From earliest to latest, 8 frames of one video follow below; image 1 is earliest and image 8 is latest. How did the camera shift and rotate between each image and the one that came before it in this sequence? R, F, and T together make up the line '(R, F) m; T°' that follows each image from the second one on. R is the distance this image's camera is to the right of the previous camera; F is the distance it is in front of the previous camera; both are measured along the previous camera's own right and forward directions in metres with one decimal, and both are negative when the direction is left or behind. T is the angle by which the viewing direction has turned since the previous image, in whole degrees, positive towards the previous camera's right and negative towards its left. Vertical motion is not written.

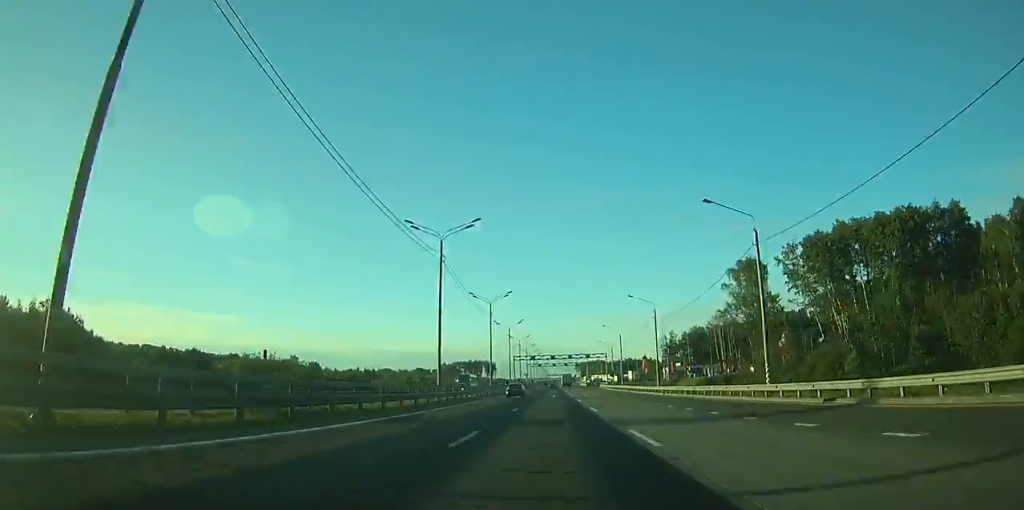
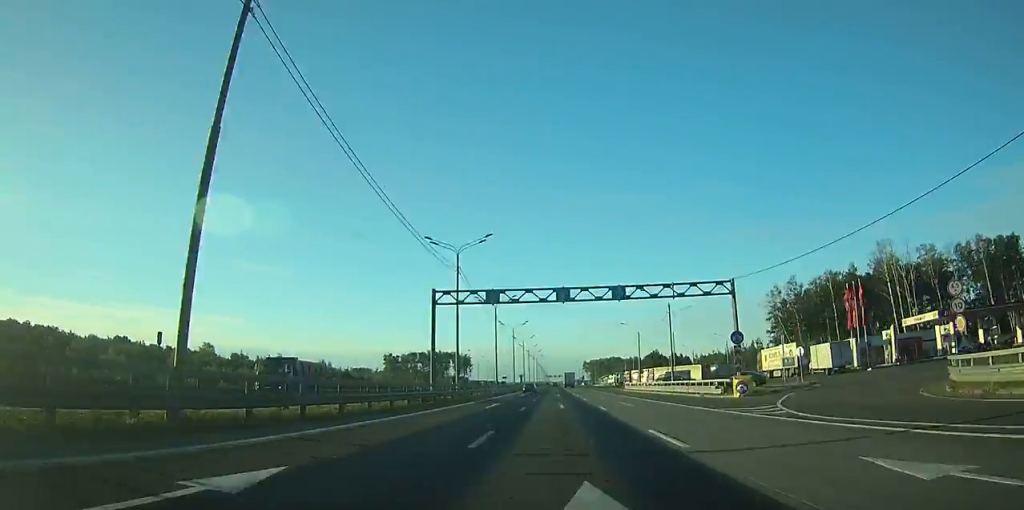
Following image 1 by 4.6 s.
(-0.1, +135.1) m; 0°
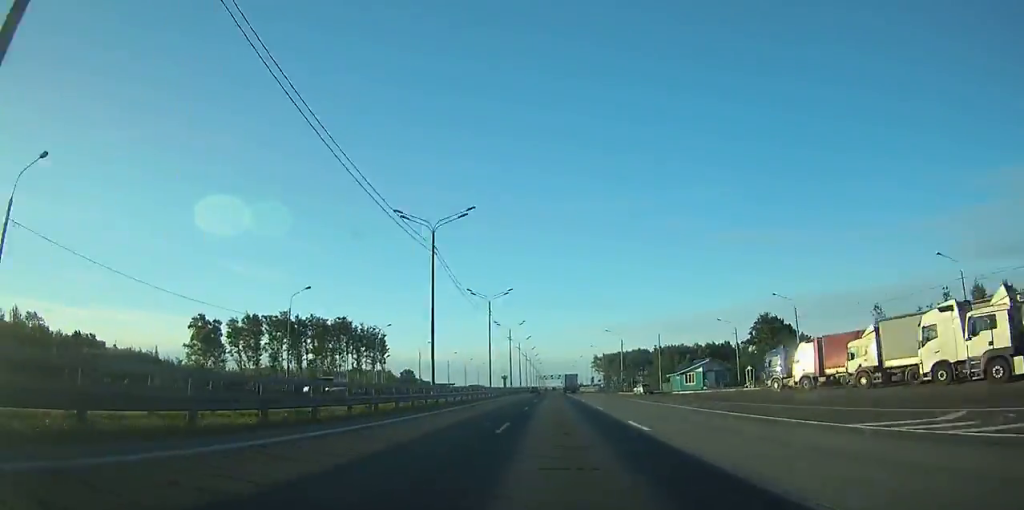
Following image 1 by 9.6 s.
(+0.3, +157.1) m; 0°
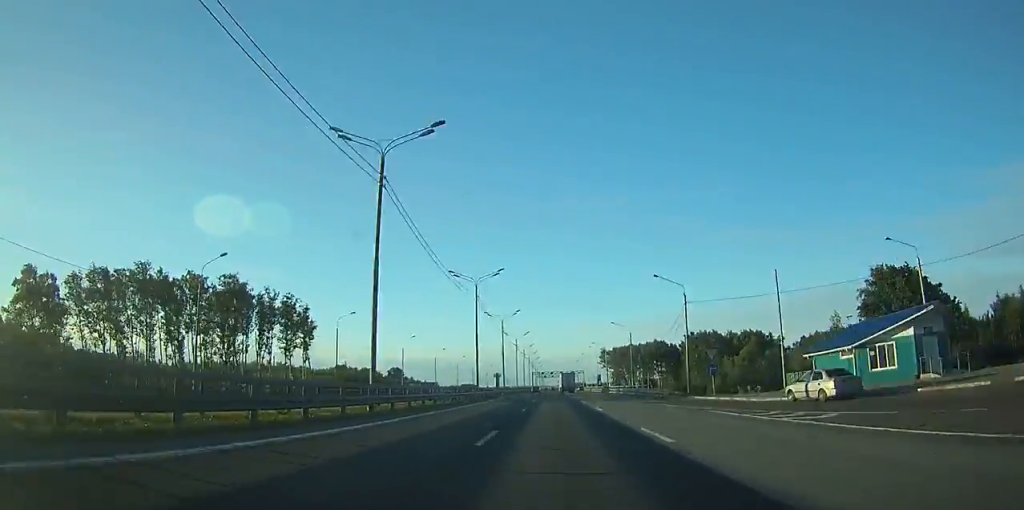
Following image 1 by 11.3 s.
(+0.1, +53.9) m; 0°
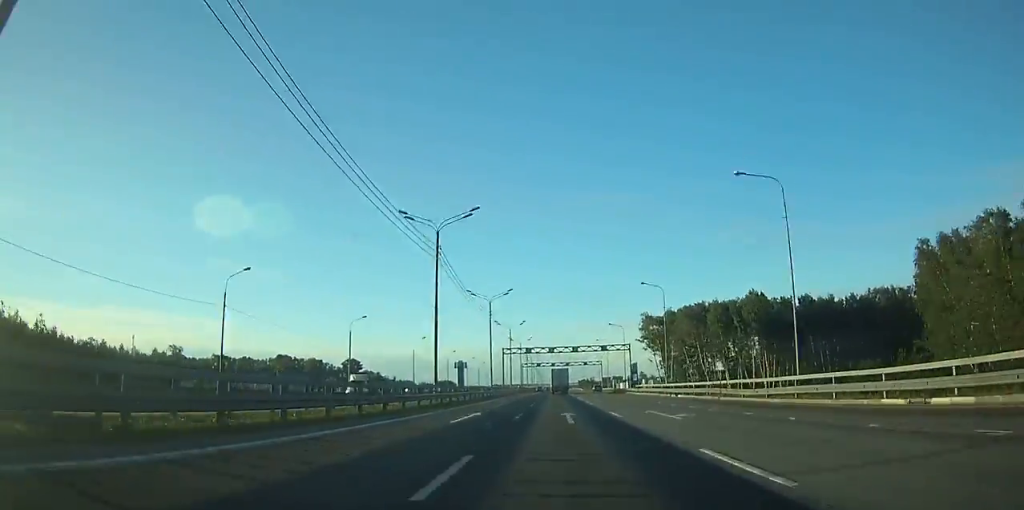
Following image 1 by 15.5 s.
(+0.1, +136.5) m; 0°
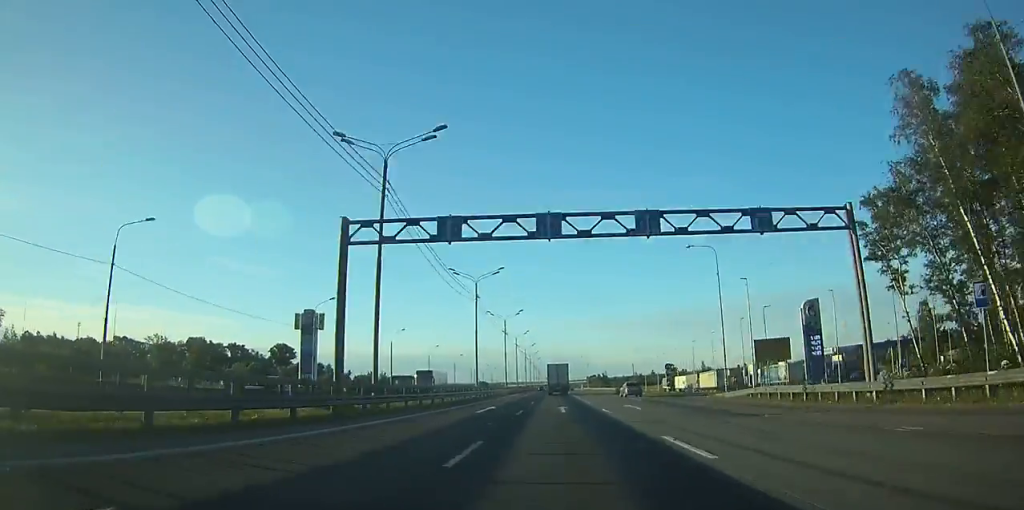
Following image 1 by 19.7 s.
(0.0, +128.1) m; 0°
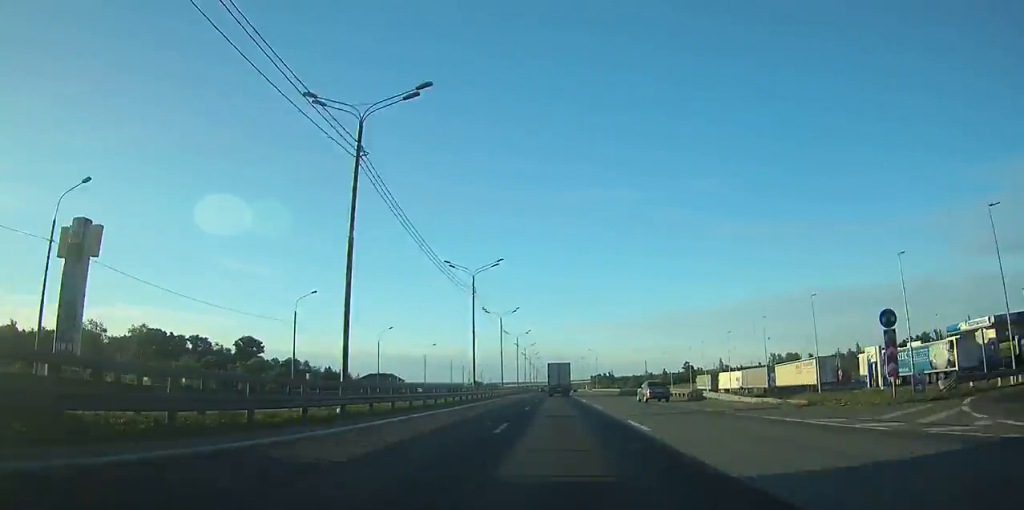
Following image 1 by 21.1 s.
(-0.1, +38.1) m; 0°
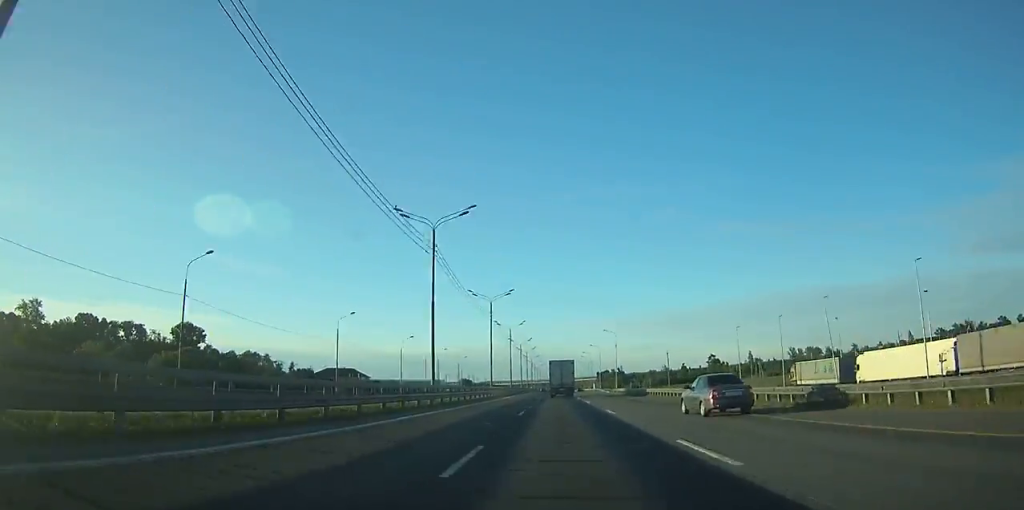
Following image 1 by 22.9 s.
(0.0, +52.8) m; 0°
